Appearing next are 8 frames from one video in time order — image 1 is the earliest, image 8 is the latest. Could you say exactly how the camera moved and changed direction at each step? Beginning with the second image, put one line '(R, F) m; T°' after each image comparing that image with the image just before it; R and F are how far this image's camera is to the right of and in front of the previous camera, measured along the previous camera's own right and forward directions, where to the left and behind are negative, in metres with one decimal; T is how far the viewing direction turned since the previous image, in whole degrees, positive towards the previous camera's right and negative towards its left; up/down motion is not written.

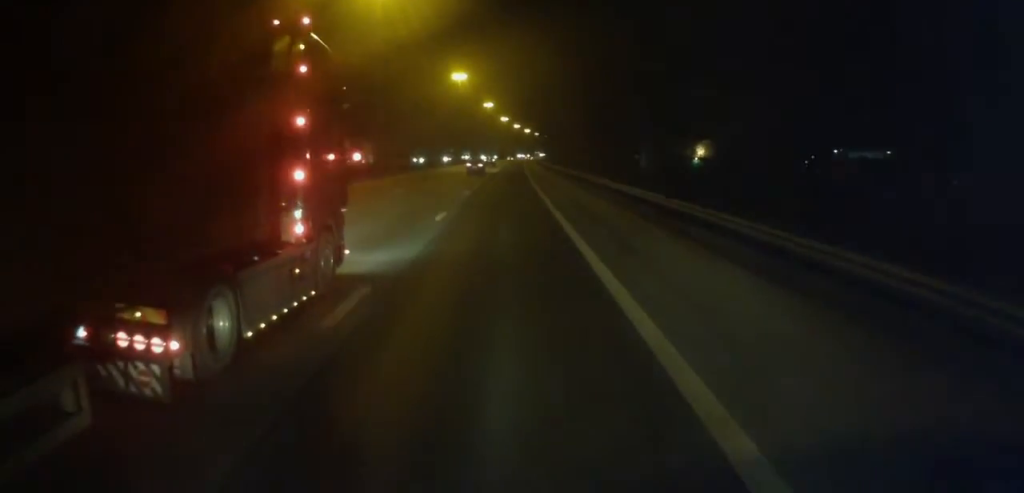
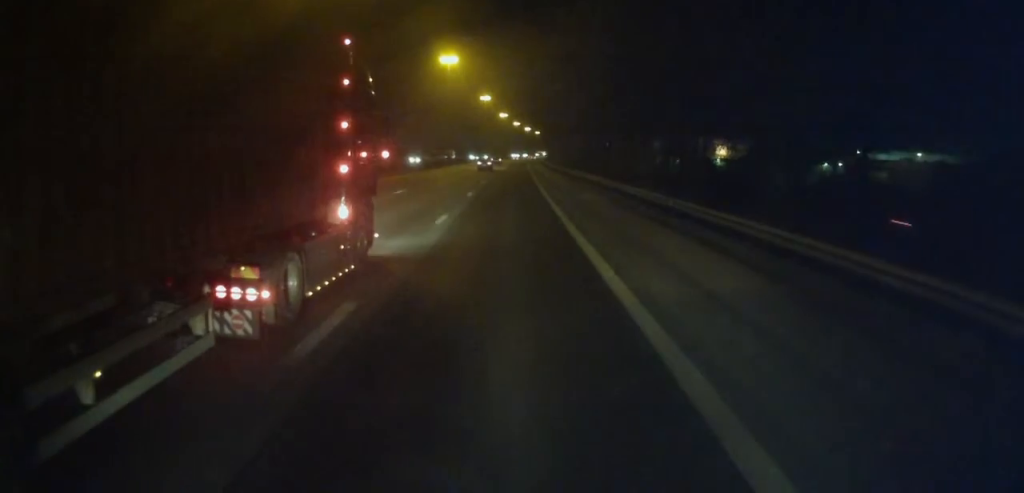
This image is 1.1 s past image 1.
(-0.2, +26.1) m; -1°
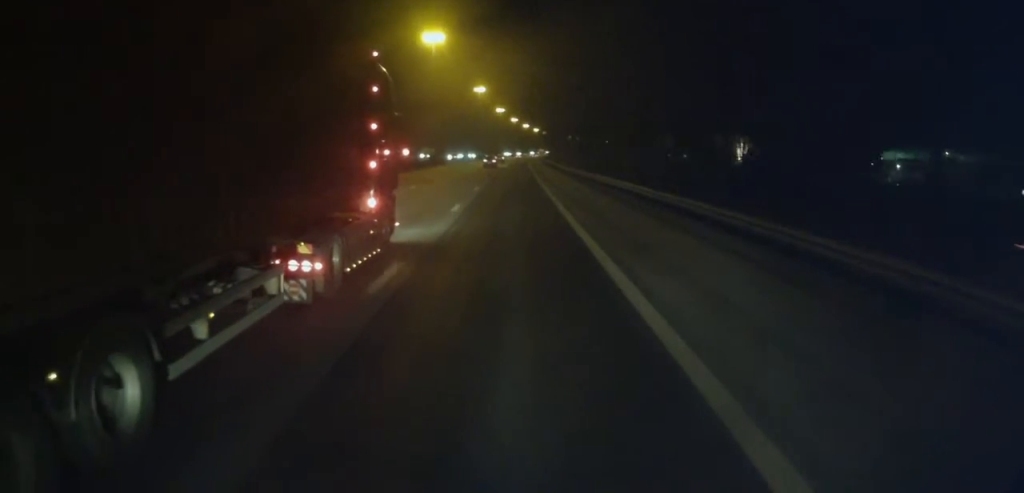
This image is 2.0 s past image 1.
(-0.2, +22.2) m; +1°
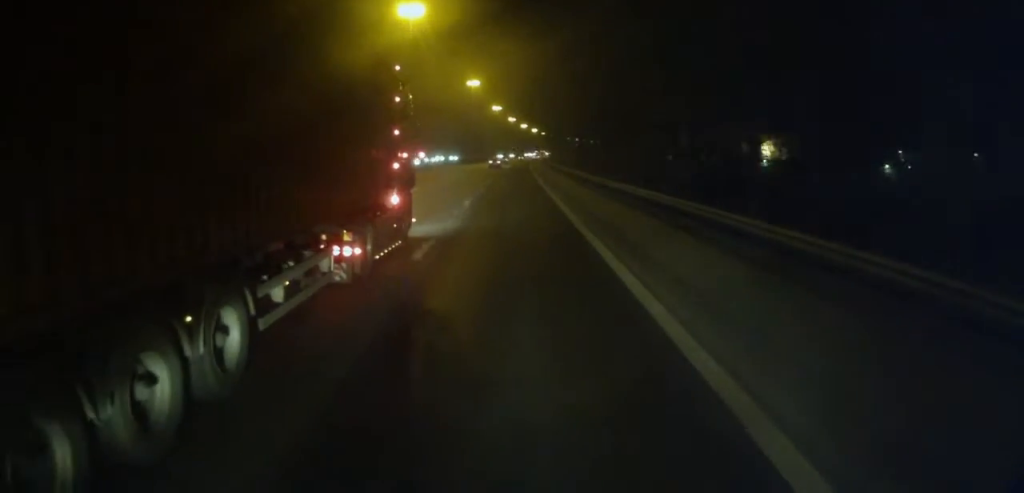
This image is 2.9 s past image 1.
(+0.5, +21.2) m; +1°
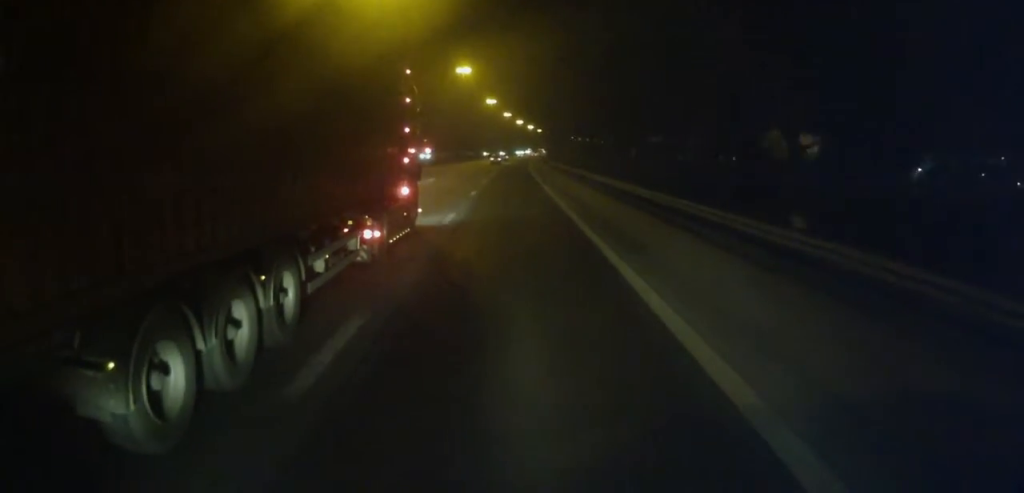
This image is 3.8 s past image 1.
(0.0, +19.8) m; 0°
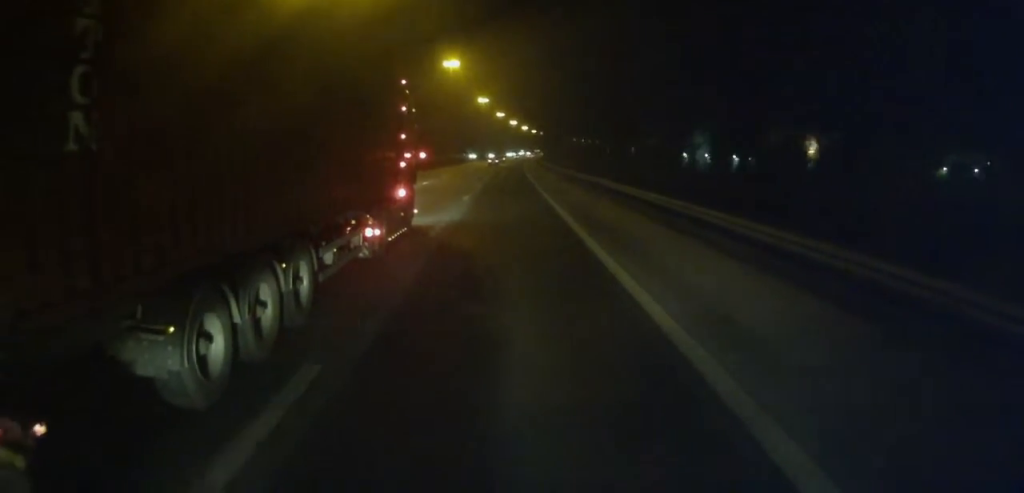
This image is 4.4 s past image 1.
(0.0, +14.3) m; 0°
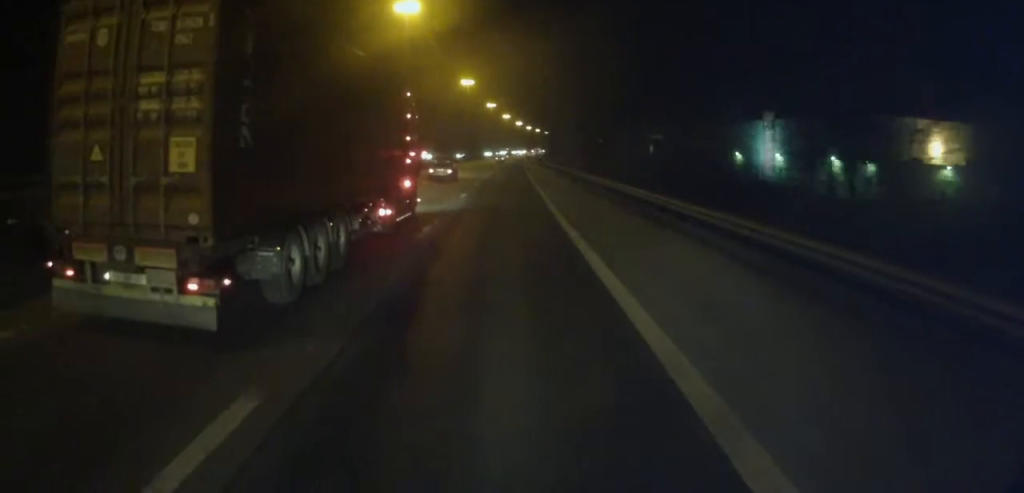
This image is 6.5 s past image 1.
(+0.2, +51.1) m; +1°
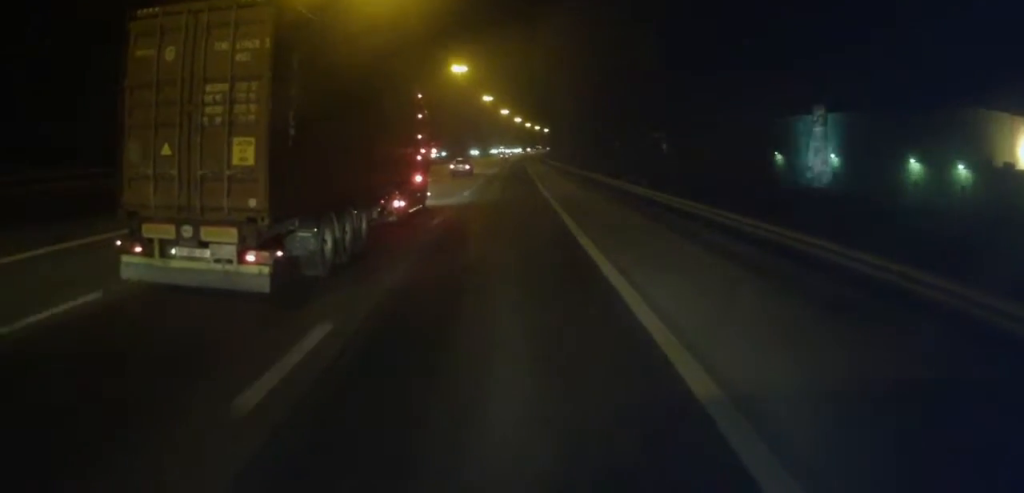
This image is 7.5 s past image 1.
(+0.2, +23.2) m; +1°
